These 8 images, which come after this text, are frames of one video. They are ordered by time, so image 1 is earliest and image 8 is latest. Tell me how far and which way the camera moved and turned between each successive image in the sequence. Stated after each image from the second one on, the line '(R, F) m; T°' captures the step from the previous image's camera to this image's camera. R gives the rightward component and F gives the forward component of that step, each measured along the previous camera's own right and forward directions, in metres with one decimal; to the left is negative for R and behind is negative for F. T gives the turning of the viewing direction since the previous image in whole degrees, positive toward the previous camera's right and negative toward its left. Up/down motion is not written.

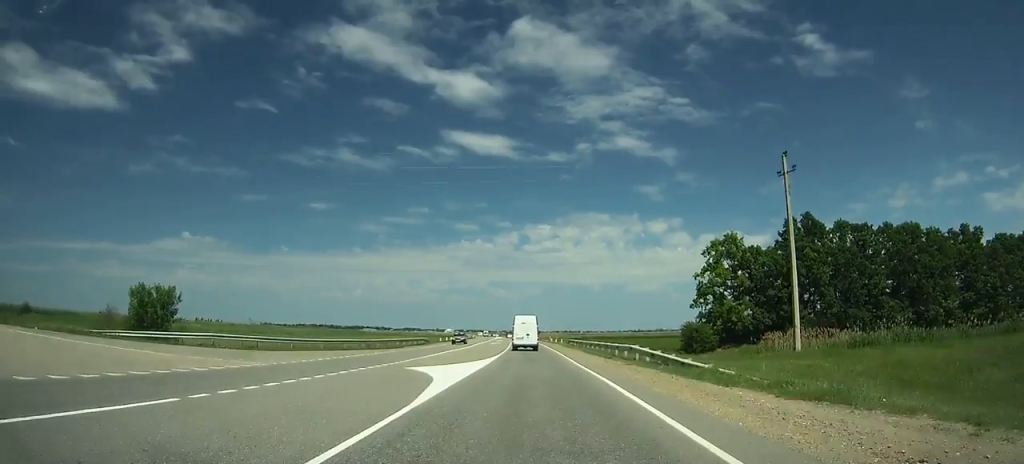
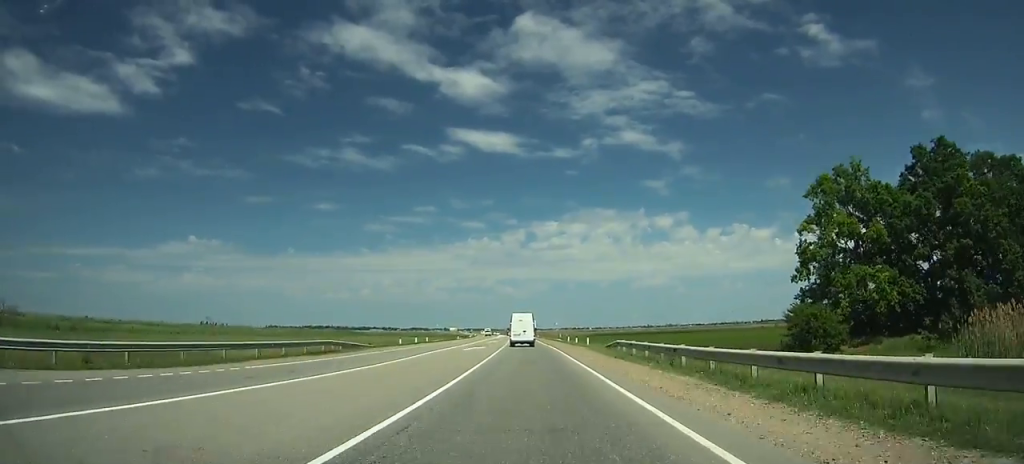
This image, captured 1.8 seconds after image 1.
(-0.4, +32.9) m; -1°
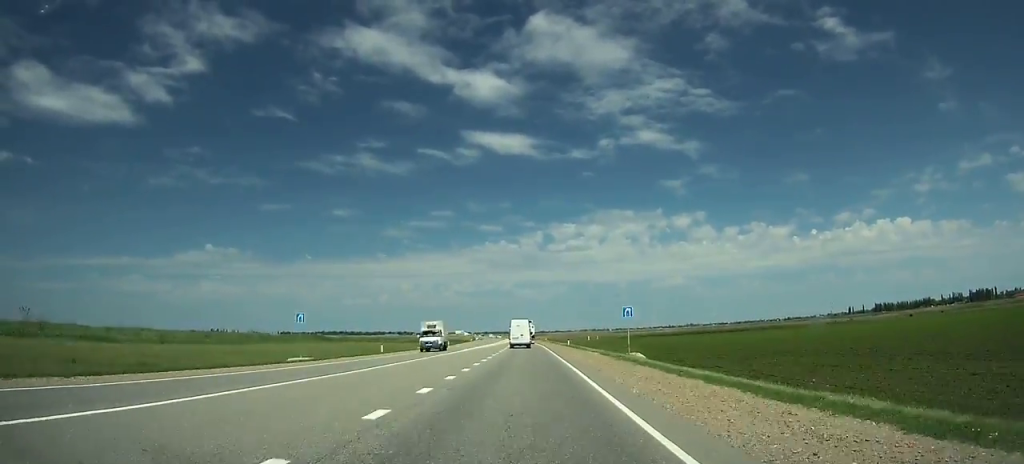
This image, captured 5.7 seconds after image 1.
(-0.8, +74.1) m; -2°
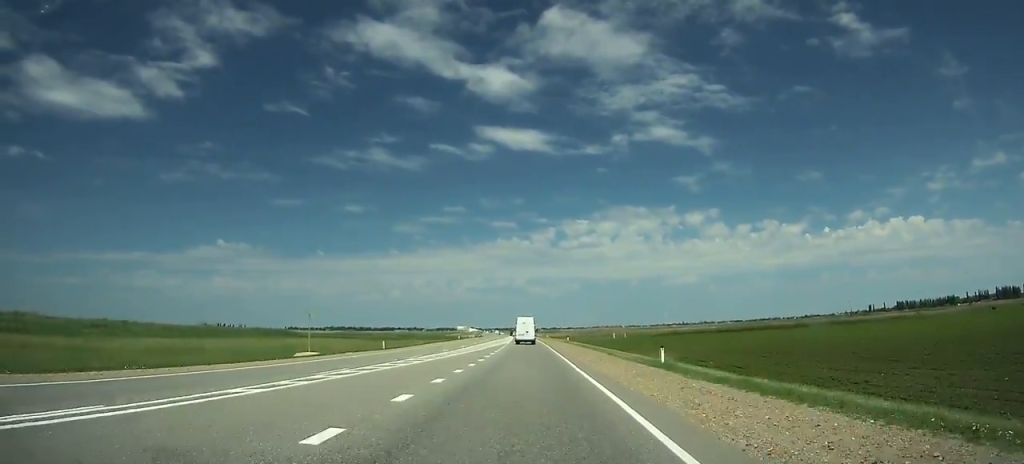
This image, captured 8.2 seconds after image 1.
(-0.6, +49.9) m; -1°
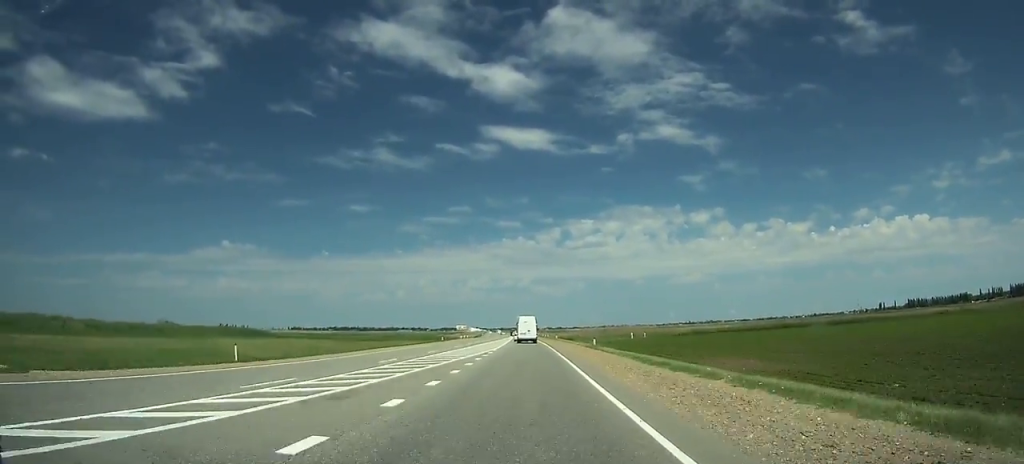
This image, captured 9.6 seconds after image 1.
(-0.2, +28.4) m; -1°
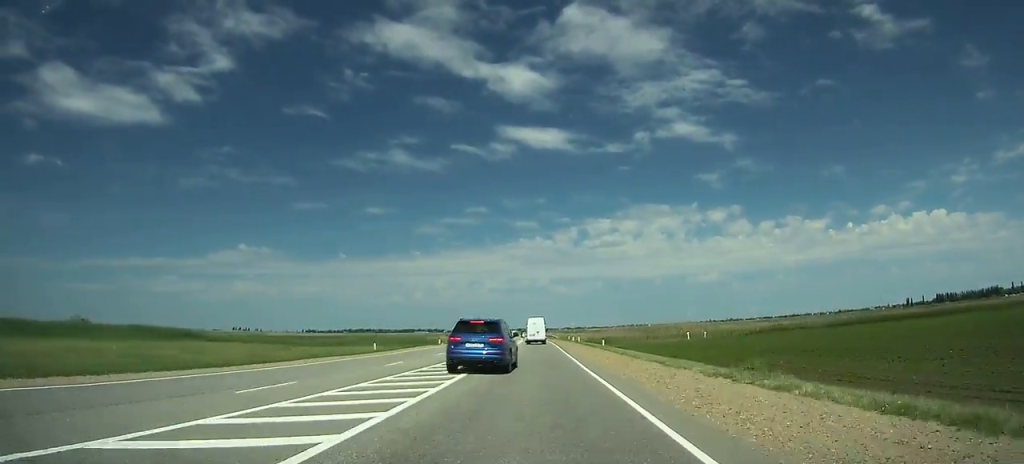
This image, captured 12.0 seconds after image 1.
(-0.3, +49.4) m; -1°
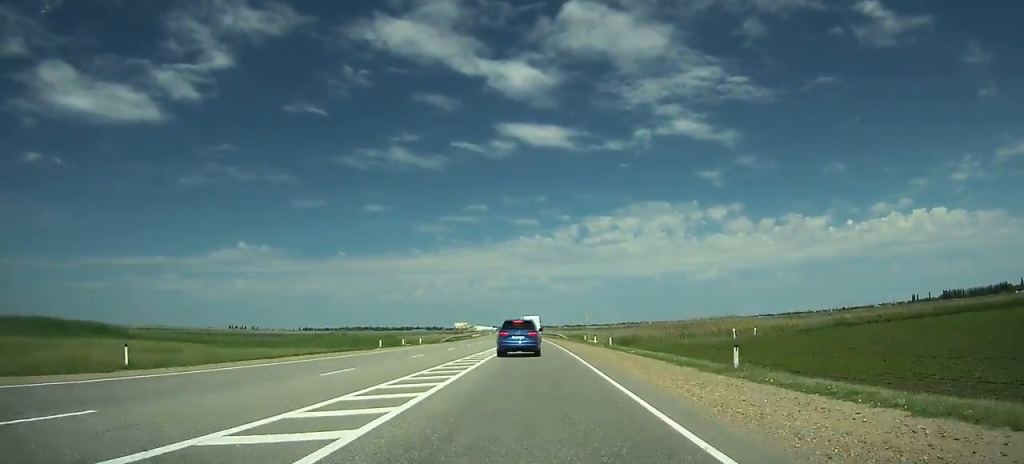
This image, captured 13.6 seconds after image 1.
(-0.2, +33.6) m; -1°
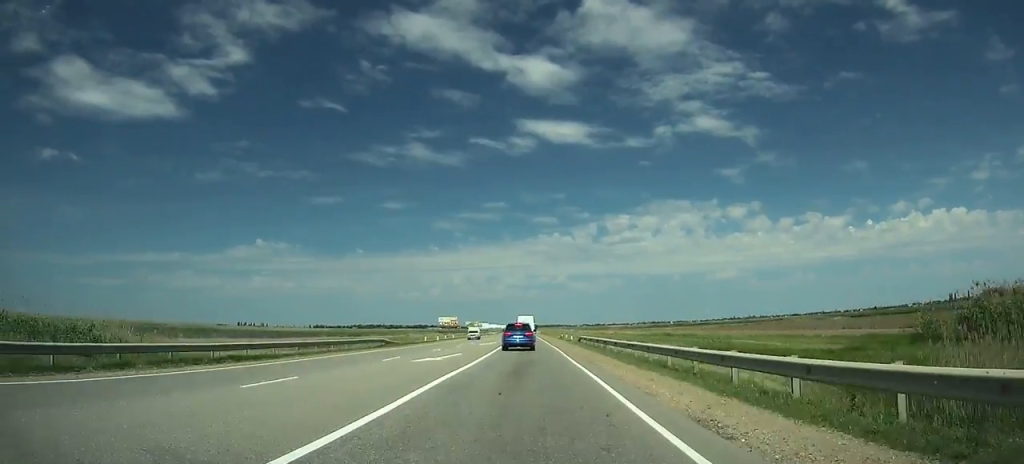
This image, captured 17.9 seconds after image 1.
(-1.0, +91.2) m; -2°
